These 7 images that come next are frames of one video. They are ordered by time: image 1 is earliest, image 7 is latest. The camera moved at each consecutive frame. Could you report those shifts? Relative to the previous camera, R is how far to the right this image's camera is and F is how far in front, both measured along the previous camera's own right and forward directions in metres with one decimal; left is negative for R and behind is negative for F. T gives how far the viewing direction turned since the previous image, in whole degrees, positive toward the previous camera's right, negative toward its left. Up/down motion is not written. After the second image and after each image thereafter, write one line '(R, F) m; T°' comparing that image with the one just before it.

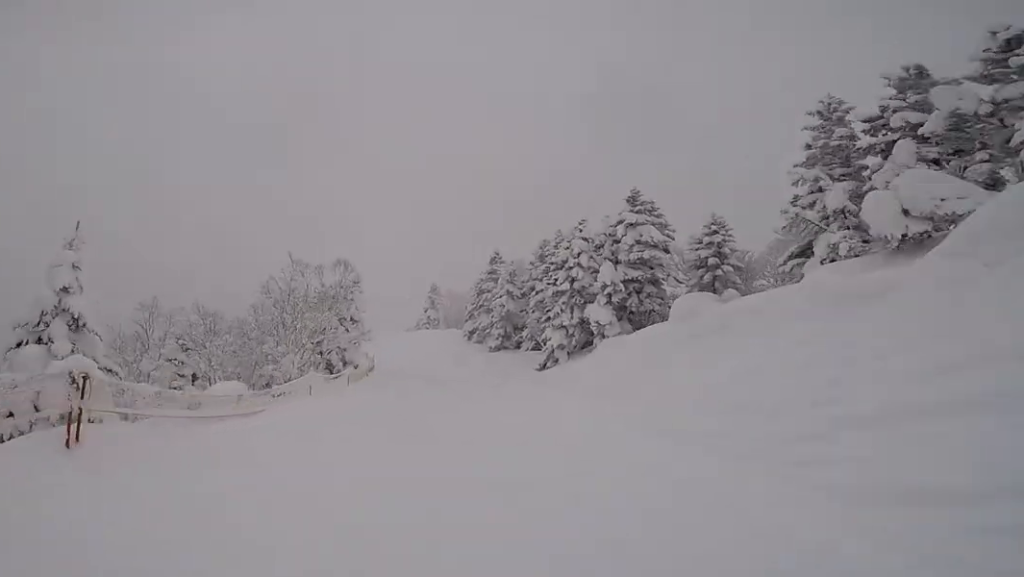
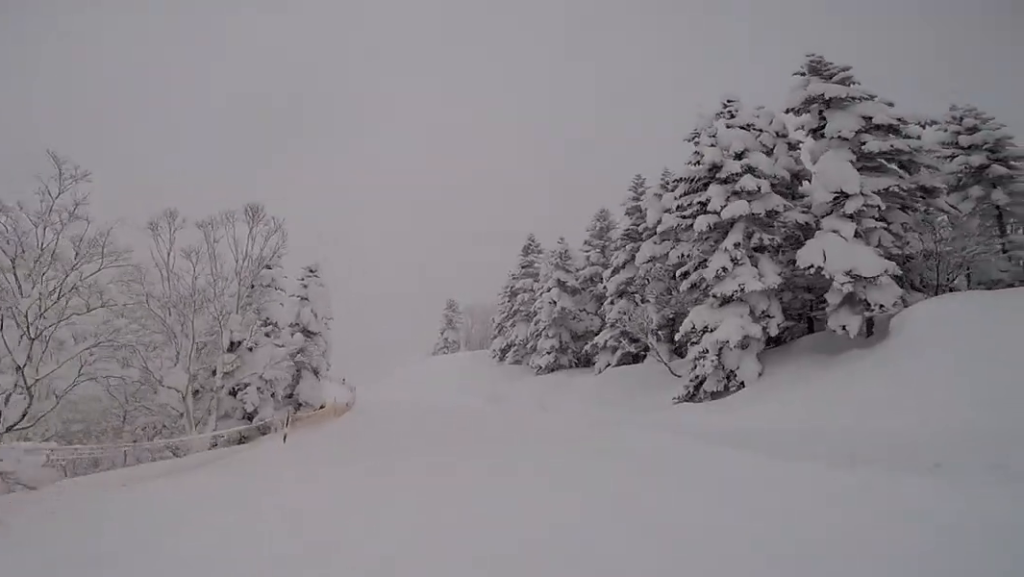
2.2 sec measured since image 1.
(-1.5, +14.4) m; -7°
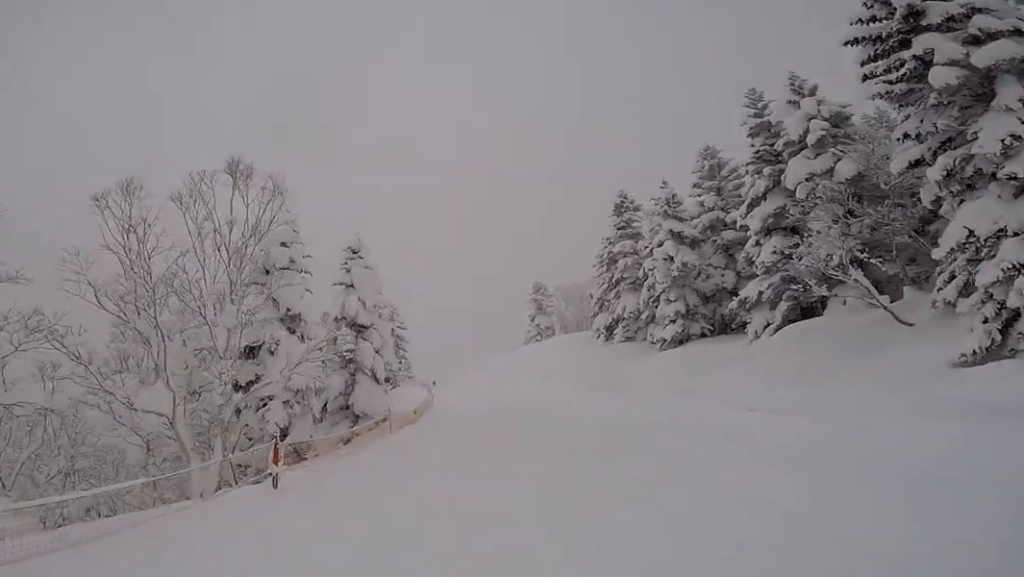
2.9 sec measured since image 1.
(0.0, +4.6) m; 0°
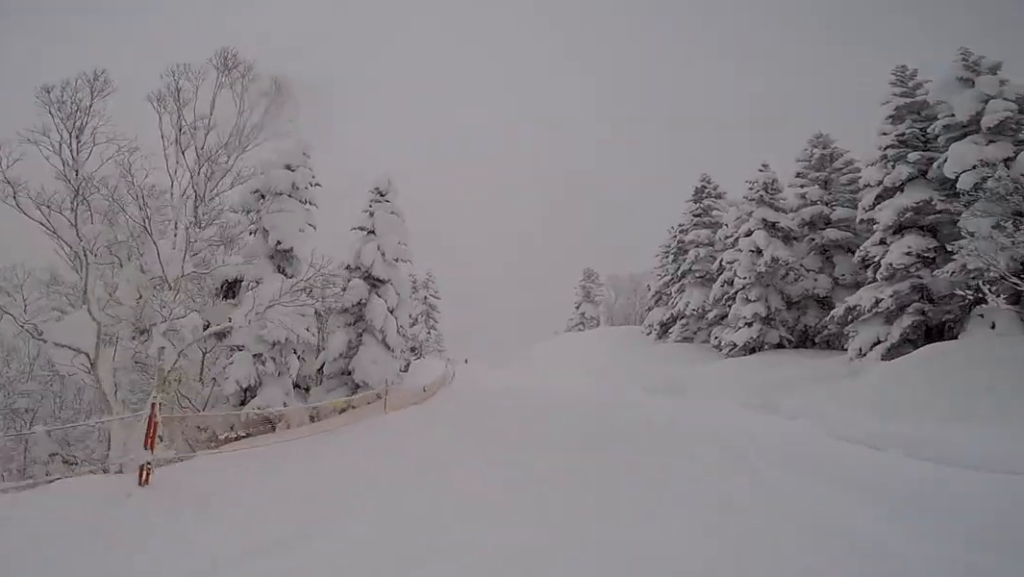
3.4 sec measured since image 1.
(0.0, +2.7) m; 0°
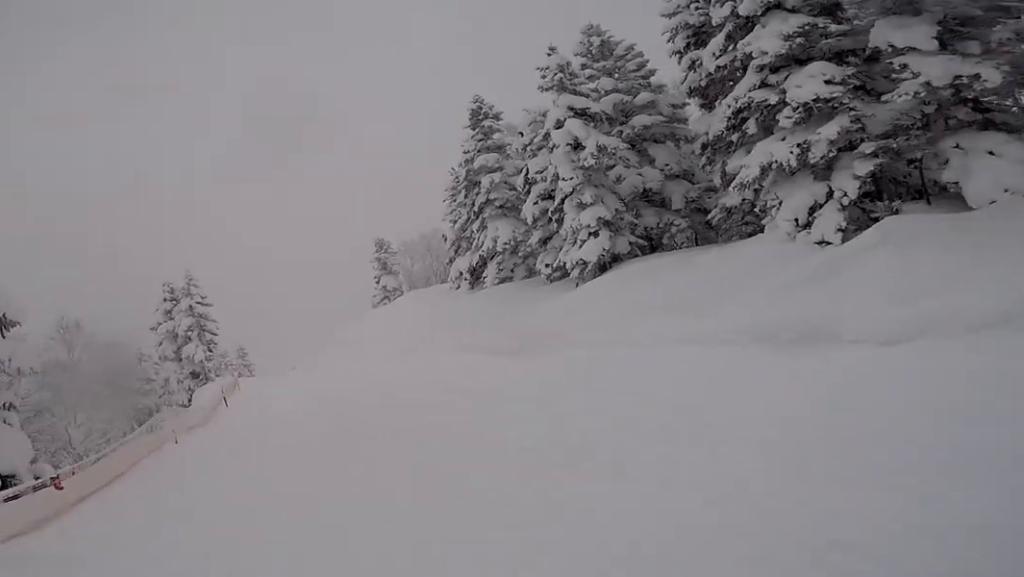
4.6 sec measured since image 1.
(0.0, +7.4) m; 0°
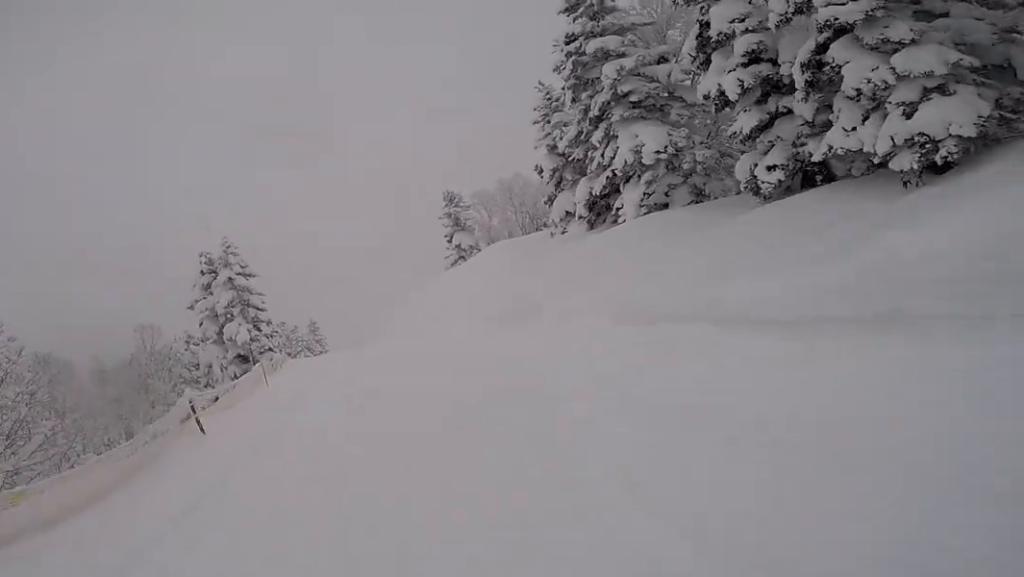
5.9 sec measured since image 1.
(0.0, +7.3) m; 0°
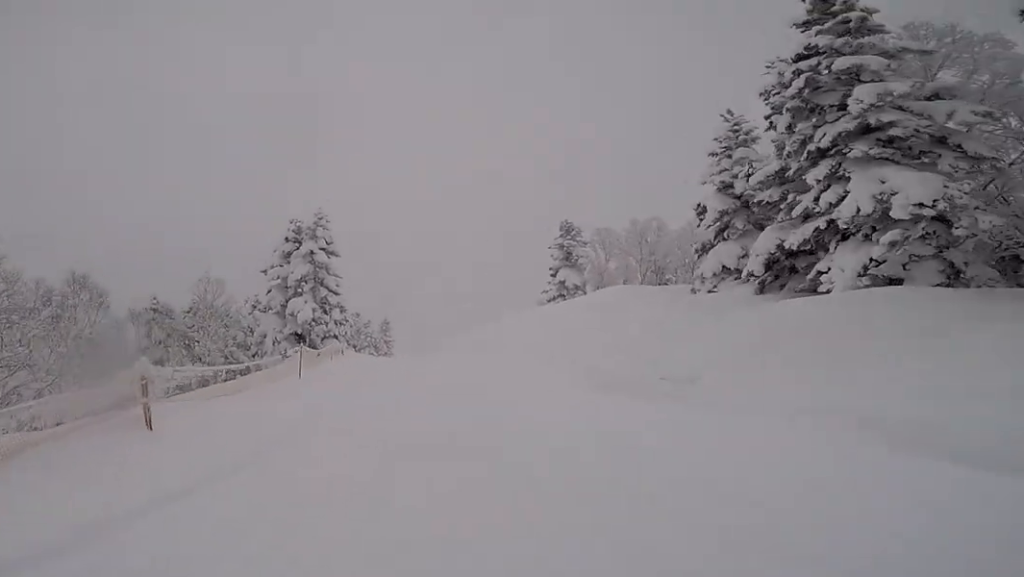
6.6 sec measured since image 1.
(0.0, +3.4) m; 0°
